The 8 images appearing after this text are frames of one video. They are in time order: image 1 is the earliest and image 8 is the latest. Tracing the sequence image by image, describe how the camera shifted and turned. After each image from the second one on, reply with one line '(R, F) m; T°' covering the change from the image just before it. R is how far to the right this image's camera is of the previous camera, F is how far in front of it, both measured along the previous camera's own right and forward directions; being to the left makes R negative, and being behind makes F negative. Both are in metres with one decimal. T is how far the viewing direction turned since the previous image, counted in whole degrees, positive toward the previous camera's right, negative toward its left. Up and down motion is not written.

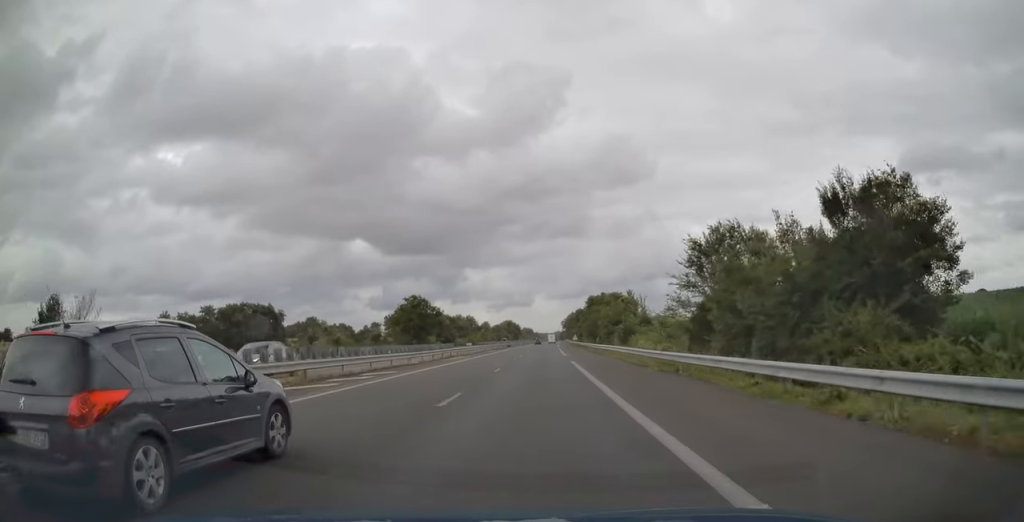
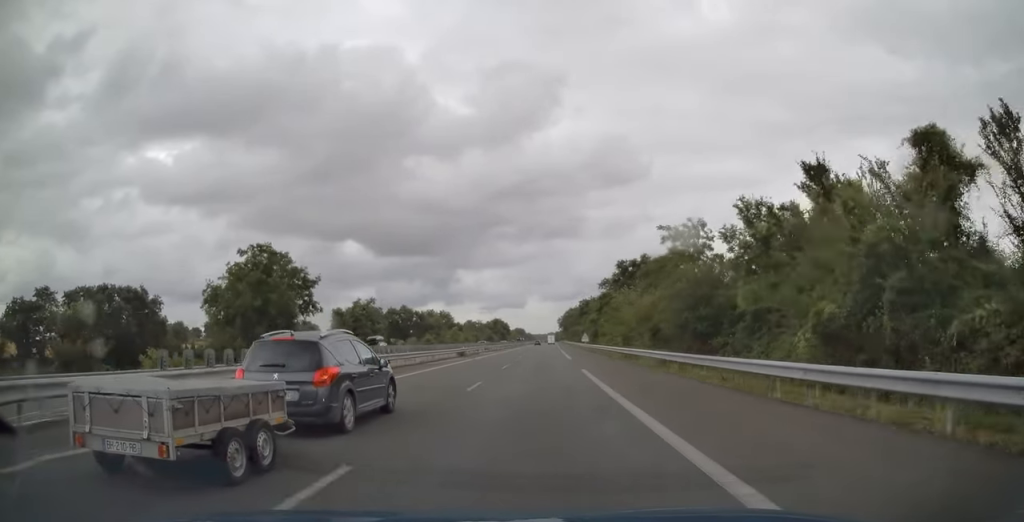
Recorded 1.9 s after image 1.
(+0.1, +61.0) m; 0°
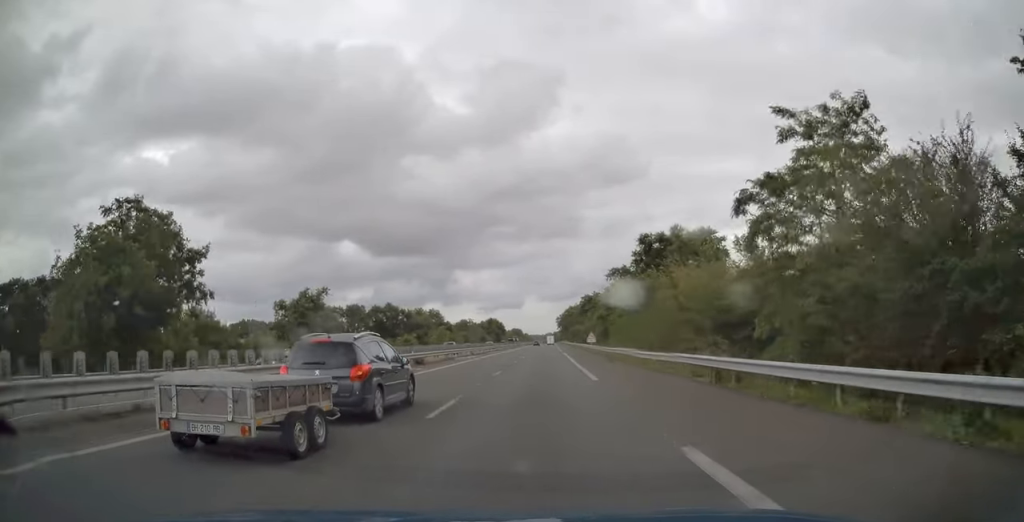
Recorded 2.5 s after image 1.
(0.0, +18.8) m; 0°
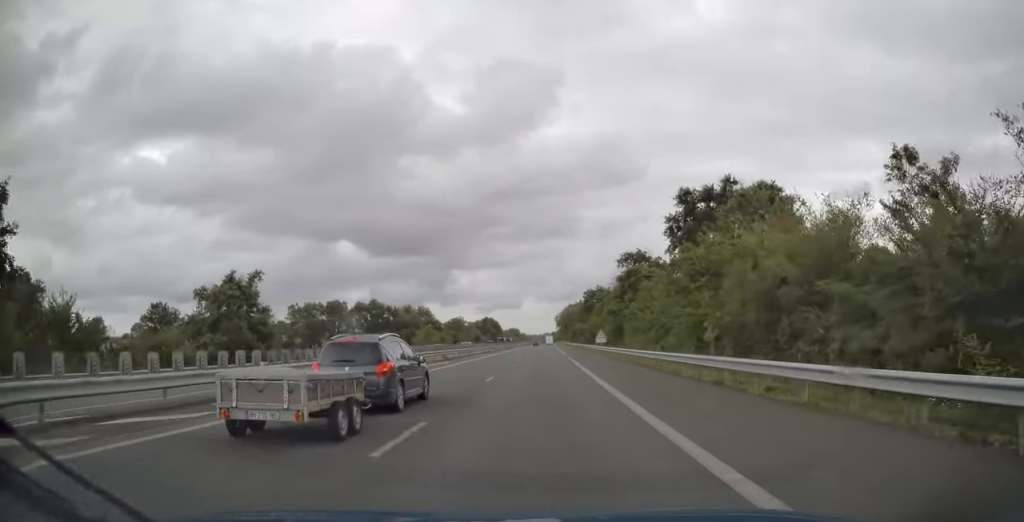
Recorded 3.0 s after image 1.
(0.0, +16.7) m; 0°
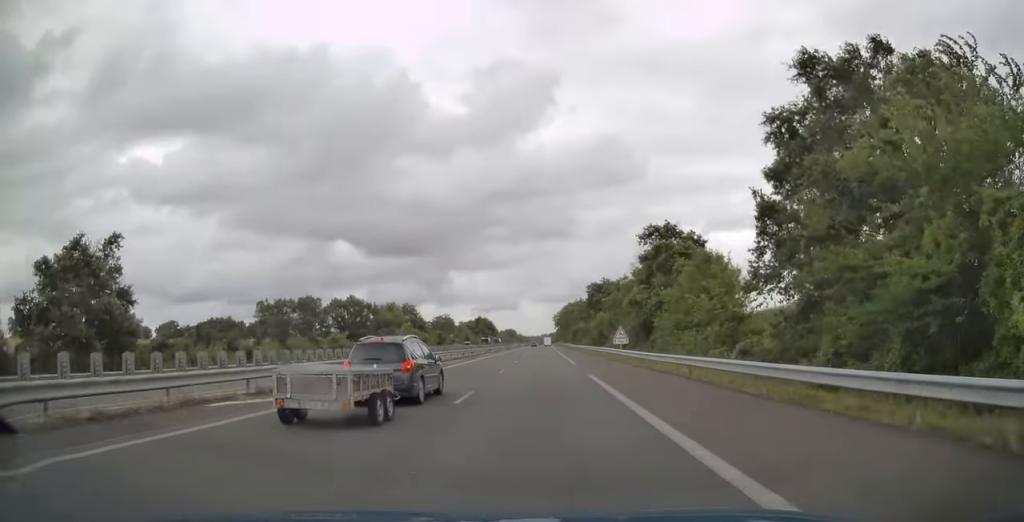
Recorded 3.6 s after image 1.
(0.0, +19.9) m; 0°
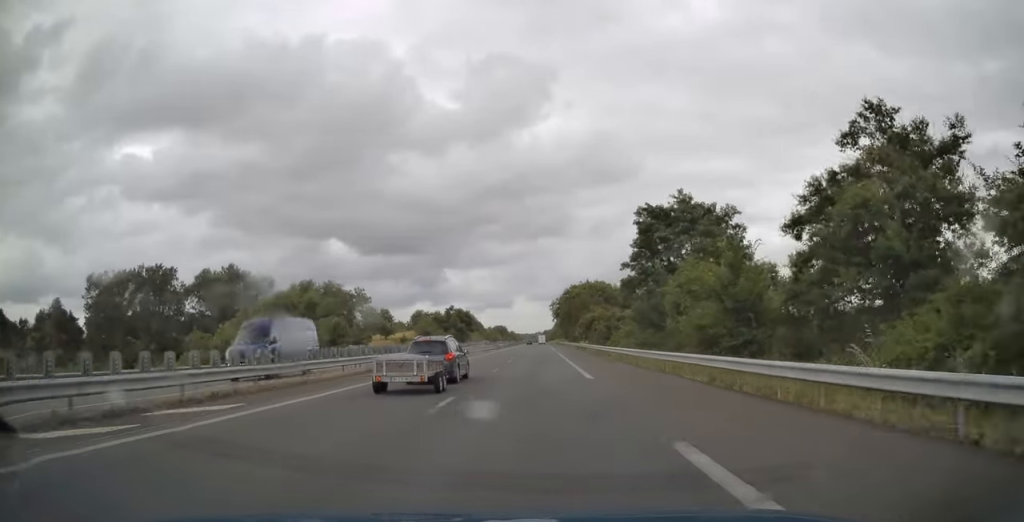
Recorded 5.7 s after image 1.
(+0.9, +66.8) m; +1°
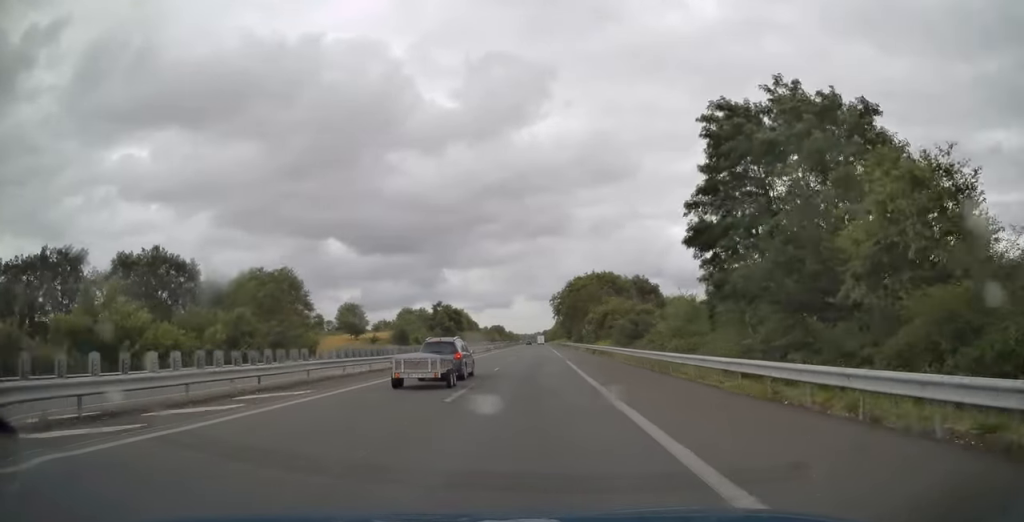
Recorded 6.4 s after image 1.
(0.0, +23.6) m; 0°
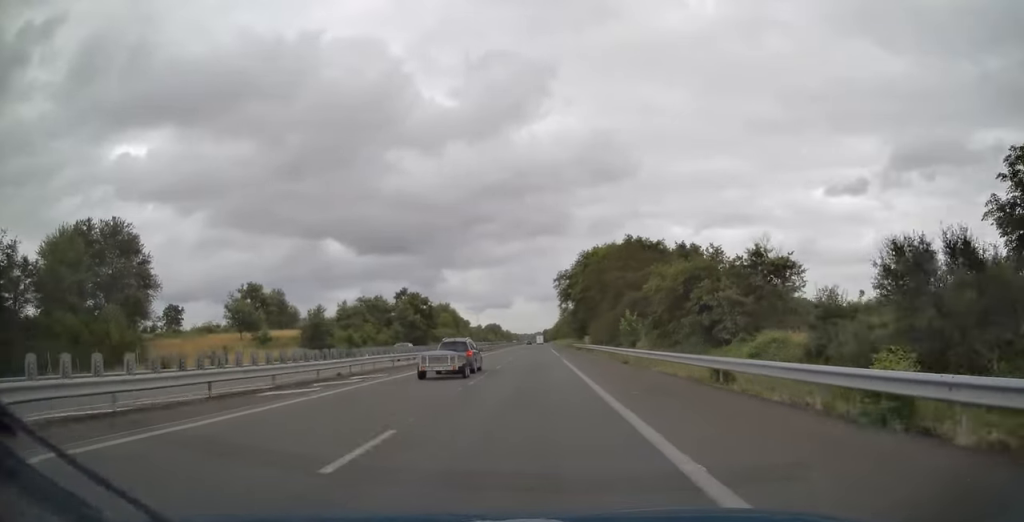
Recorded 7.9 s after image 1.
(+0.1, +46.6) m; 0°
